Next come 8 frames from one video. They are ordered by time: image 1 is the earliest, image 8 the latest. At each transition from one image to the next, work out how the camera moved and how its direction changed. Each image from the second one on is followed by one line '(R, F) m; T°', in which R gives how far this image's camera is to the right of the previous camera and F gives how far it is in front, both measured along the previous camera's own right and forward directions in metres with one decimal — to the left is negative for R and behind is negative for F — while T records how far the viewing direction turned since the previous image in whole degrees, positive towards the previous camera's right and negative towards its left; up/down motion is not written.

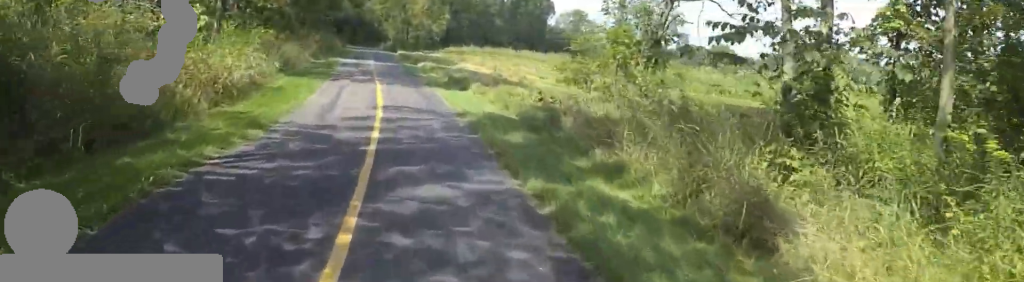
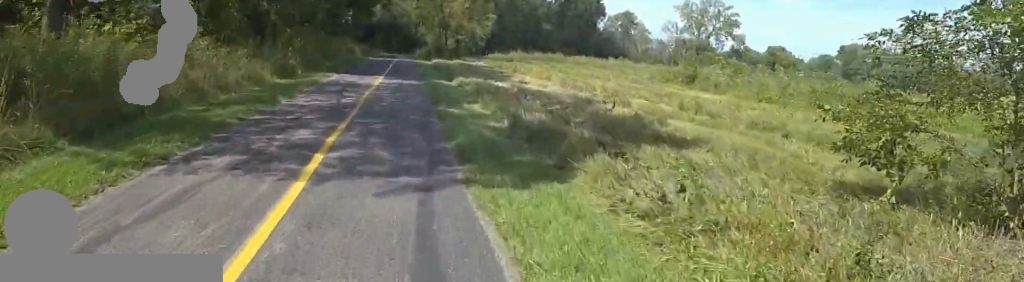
(-1.4, +12.0) m; -12°
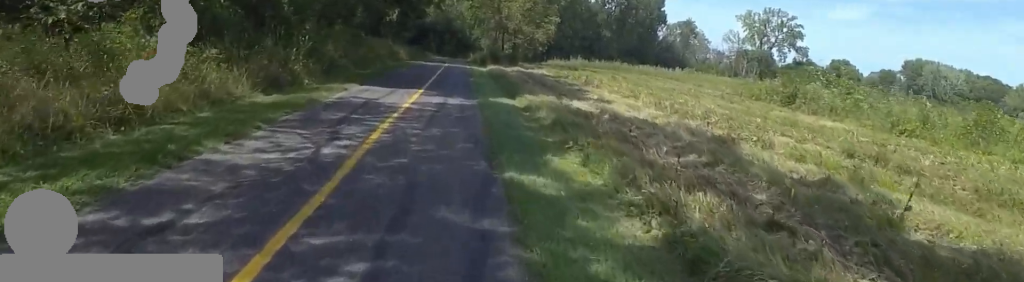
(-0.1, +5.6) m; -1°
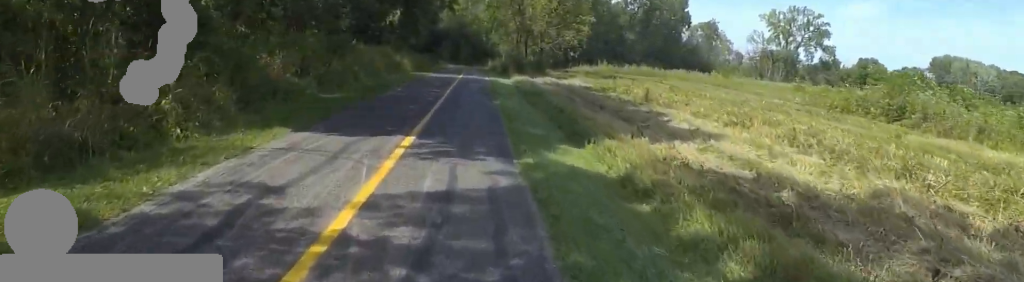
(0.0, +7.0) m; 0°
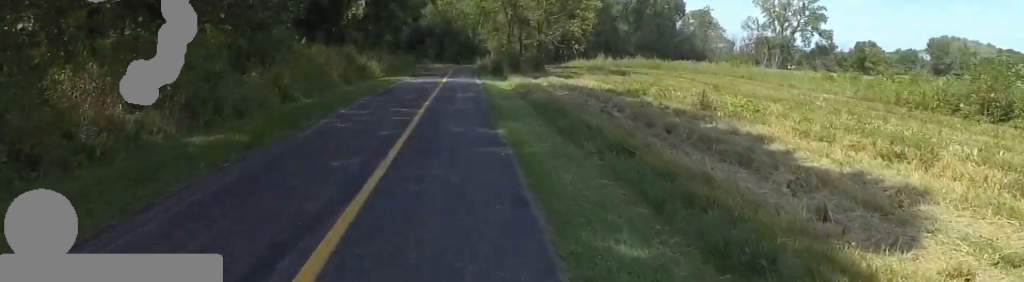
(0.0, +6.0) m; 0°
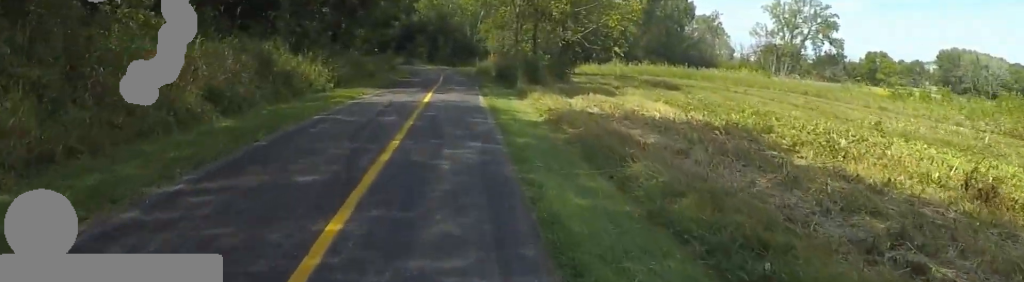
(0.0, +8.9) m; 0°
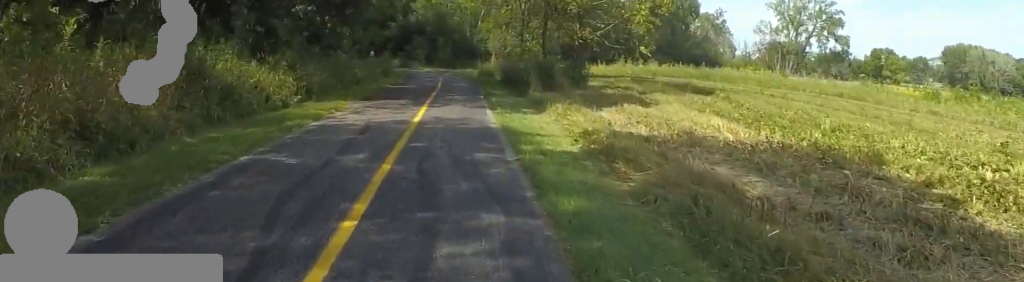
(0.0, +3.4) m; 0°
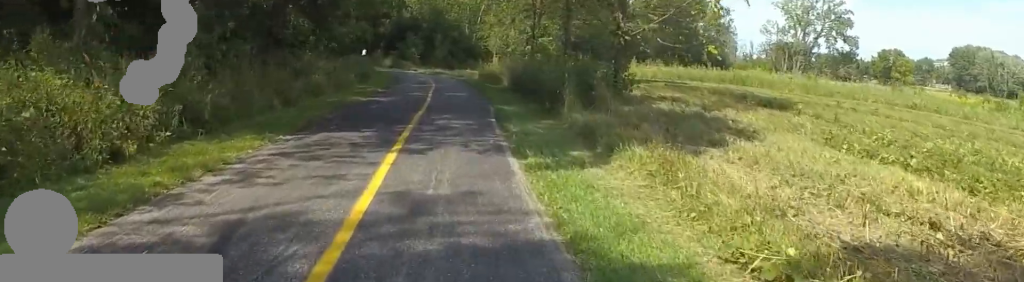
(0.0, +5.8) m; 0°
